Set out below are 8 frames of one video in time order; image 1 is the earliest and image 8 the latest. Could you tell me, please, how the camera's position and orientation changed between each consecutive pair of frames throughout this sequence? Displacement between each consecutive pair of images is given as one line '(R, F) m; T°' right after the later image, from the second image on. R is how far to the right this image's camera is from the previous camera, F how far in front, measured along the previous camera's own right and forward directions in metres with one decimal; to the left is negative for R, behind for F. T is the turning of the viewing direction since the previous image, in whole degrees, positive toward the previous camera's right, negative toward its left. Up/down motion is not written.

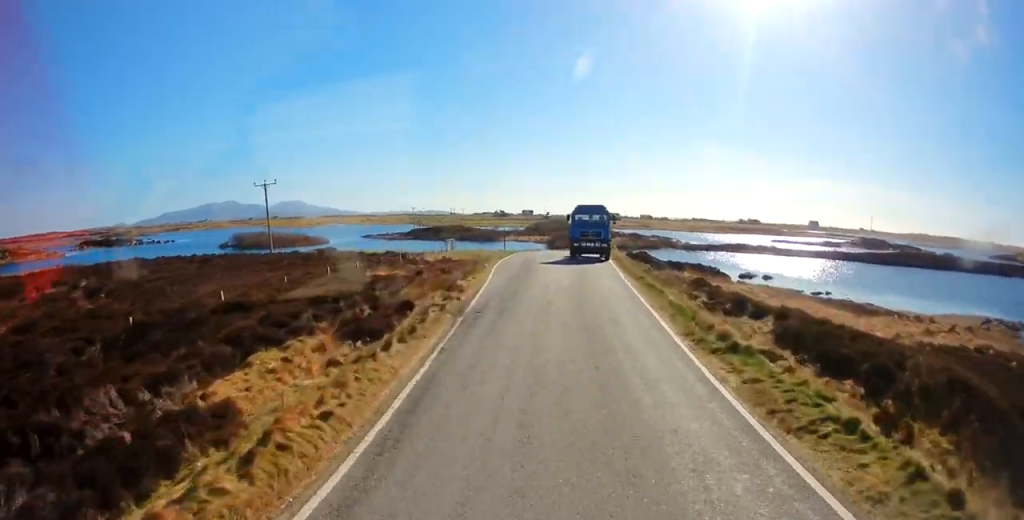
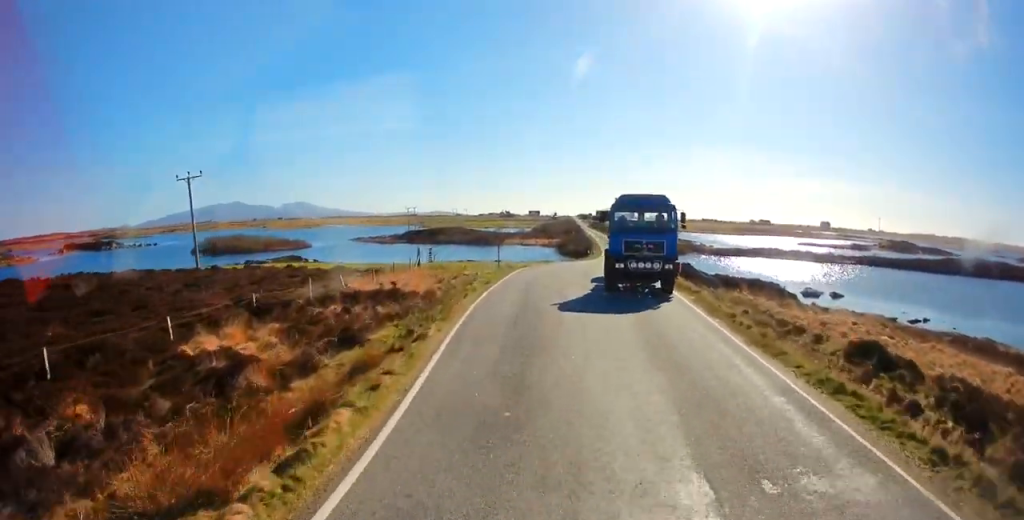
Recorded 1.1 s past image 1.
(+0.4, +15.8) m; 0°
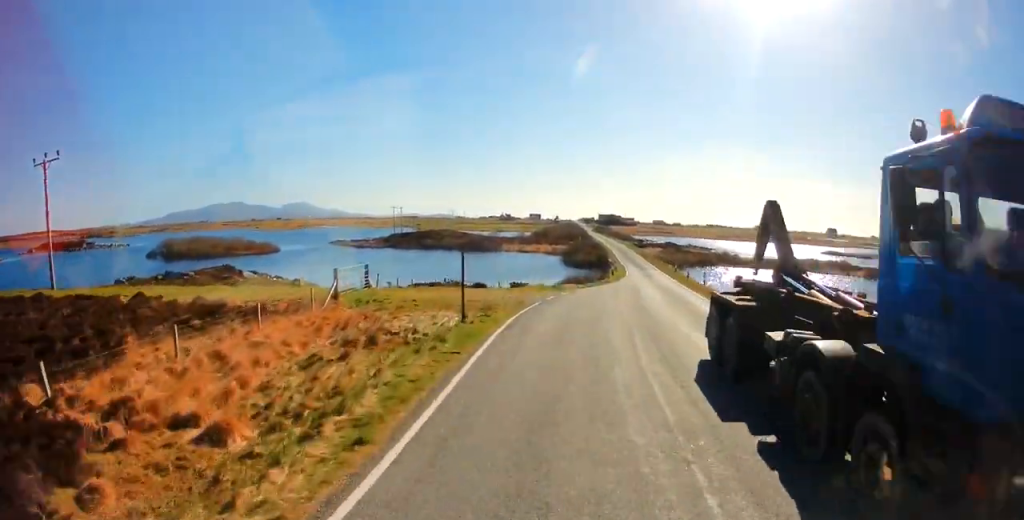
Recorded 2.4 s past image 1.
(-0.3, +16.3) m; +1°
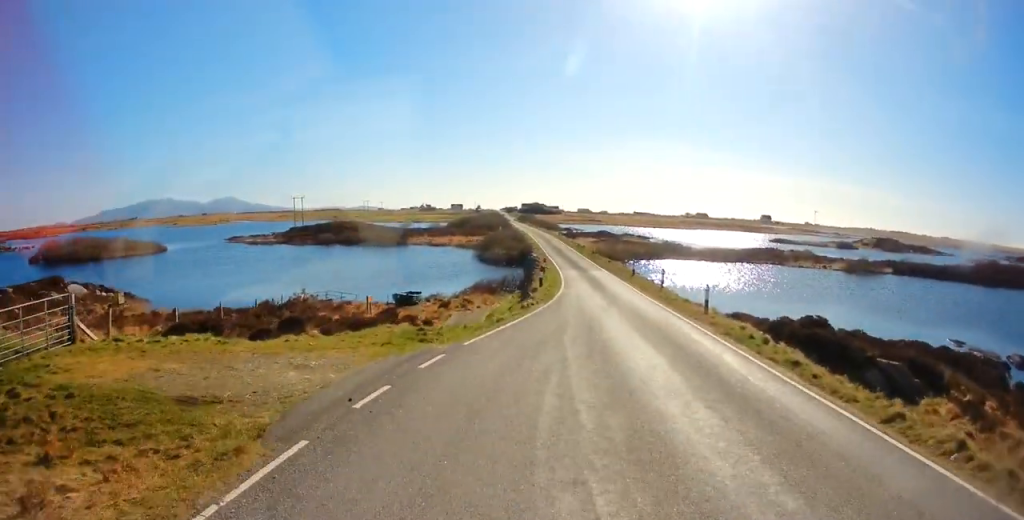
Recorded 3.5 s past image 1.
(+0.7, +14.1) m; +6°
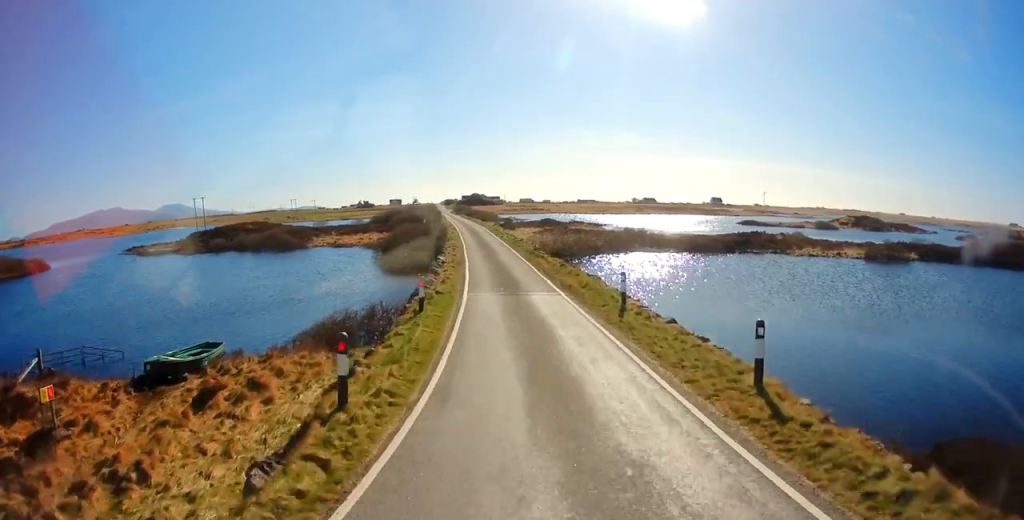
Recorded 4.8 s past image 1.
(+0.9, +16.1) m; +5°
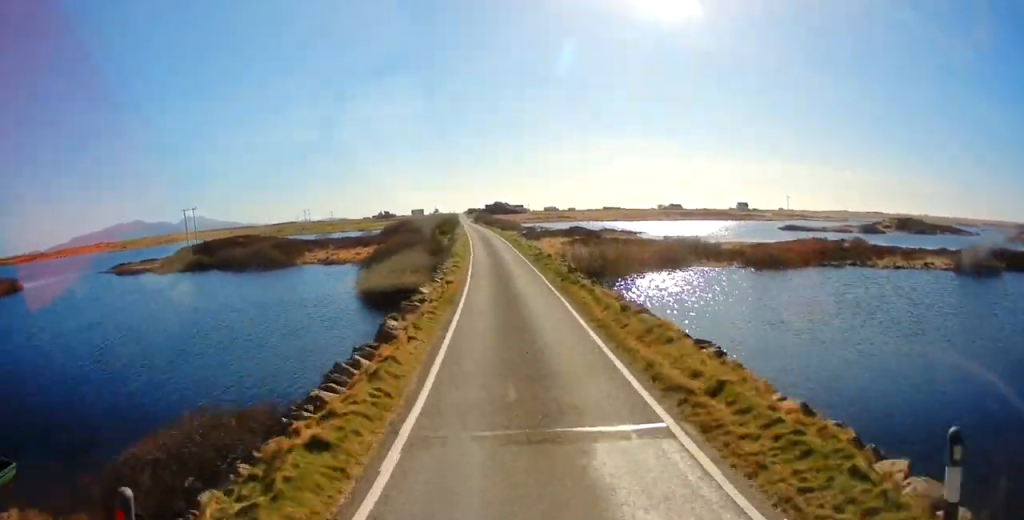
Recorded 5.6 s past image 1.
(+0.1, +10.4) m; -1°
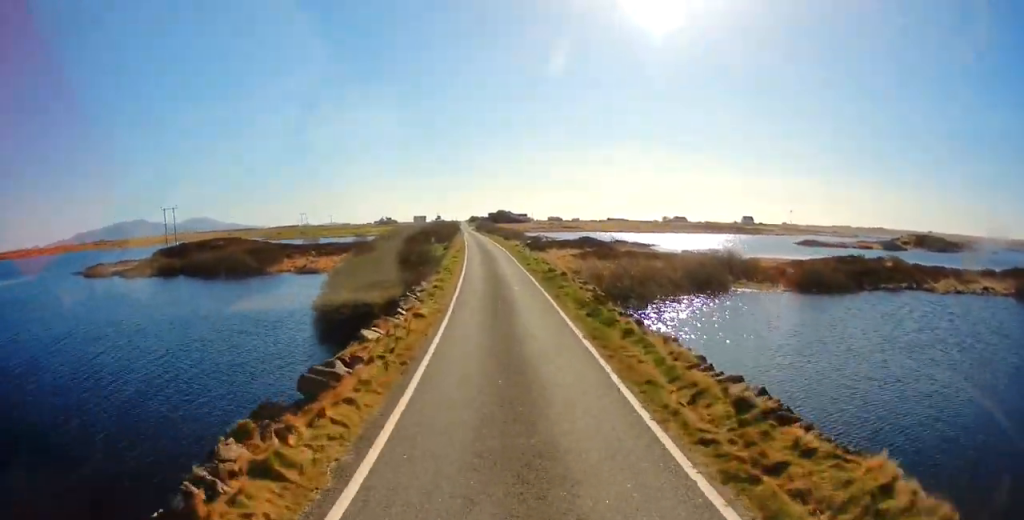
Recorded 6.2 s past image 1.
(+0.2, +7.4) m; -2°
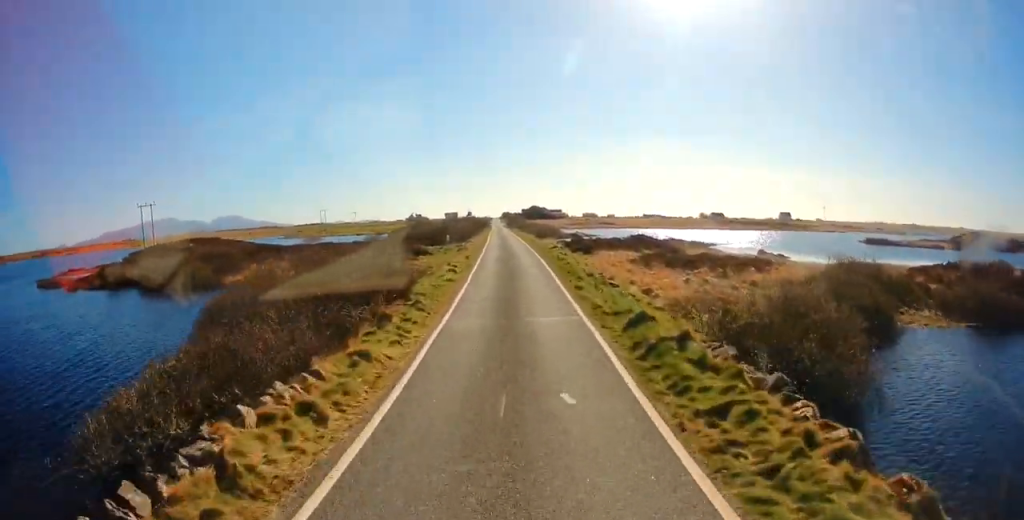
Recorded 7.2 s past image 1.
(-0.8, +13.4) m; -3°
